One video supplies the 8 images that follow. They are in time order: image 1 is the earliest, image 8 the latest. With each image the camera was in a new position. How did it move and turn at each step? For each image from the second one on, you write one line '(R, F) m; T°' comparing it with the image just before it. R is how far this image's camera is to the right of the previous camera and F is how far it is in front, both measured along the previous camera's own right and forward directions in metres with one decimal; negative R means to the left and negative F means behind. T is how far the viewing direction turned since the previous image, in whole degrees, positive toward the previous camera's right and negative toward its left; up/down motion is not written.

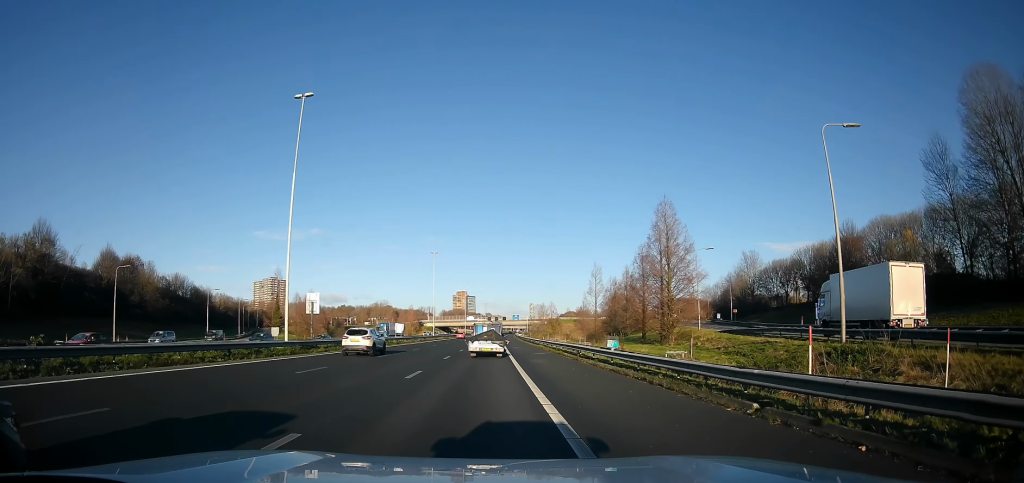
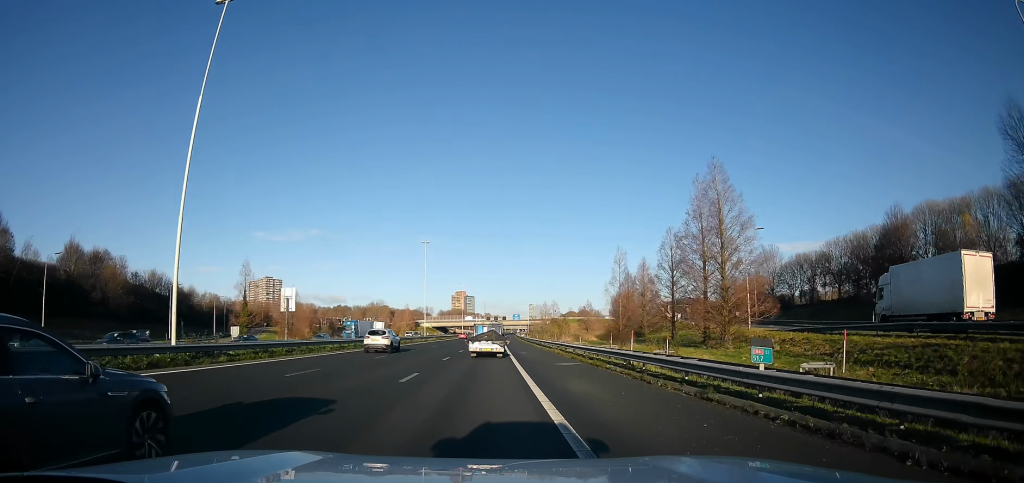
(-0.6, +12.7) m; -1°
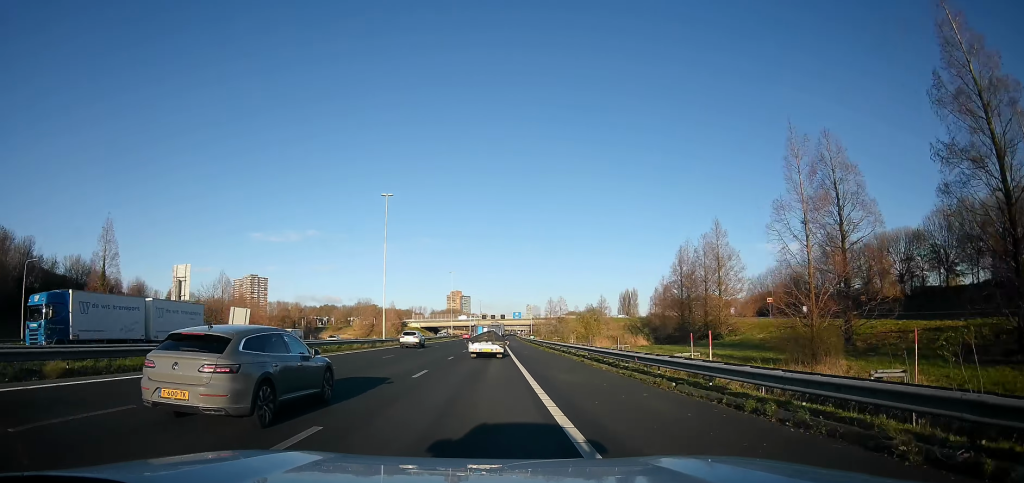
(+1.0, +33.8) m; +2°
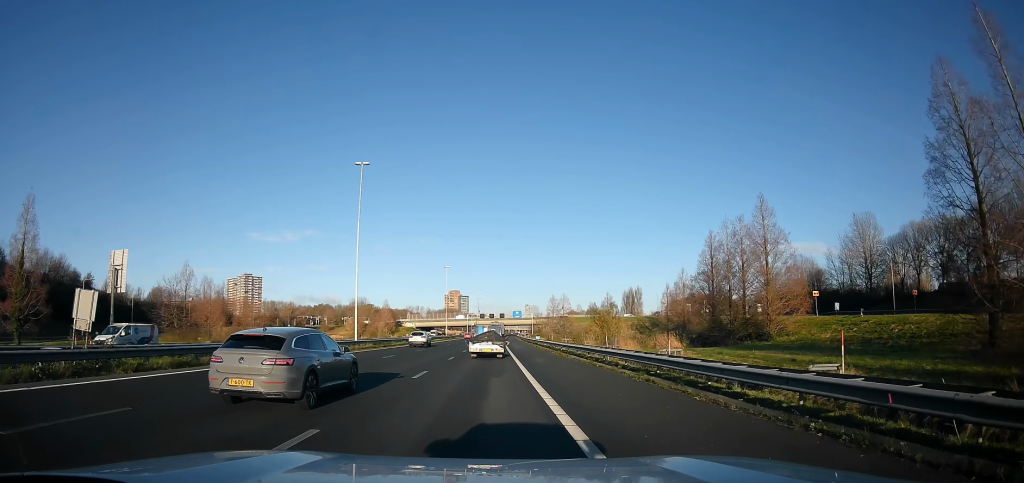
(0.0, +12.1) m; 0°
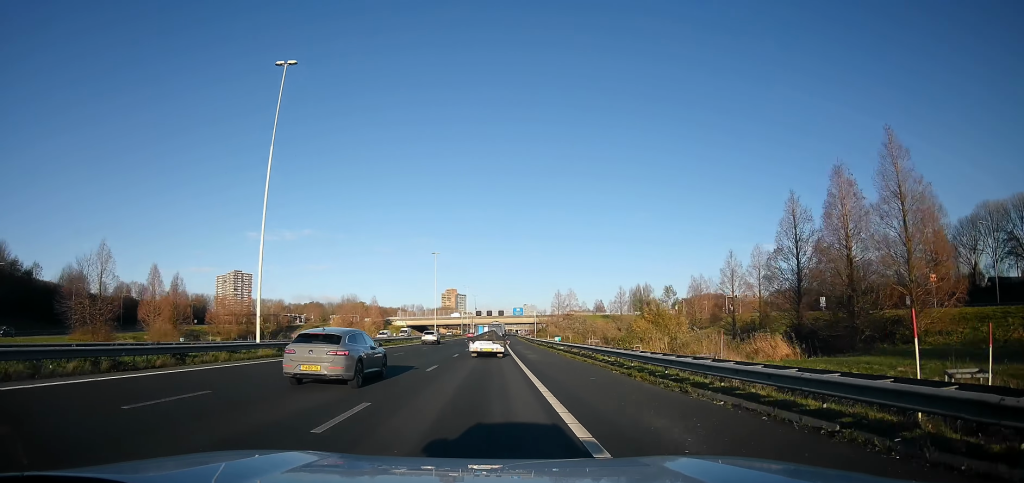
(0.0, +21.1) m; 0°
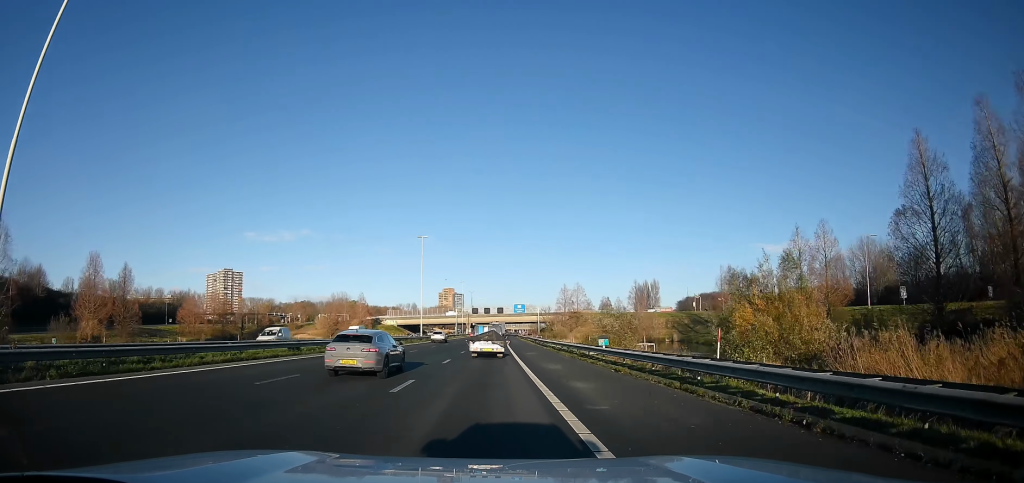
(0.0, +18.6) m; +1°
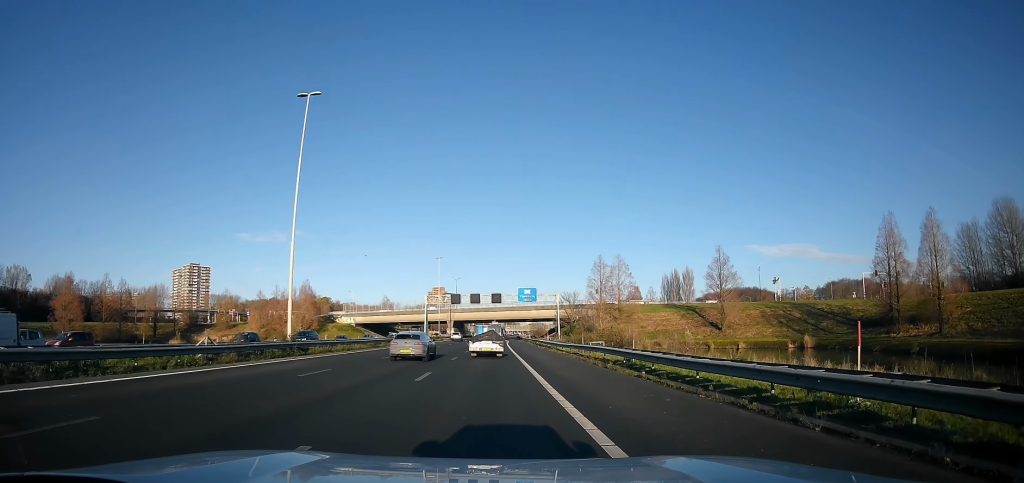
(+1.9, +56.1) m; +1°
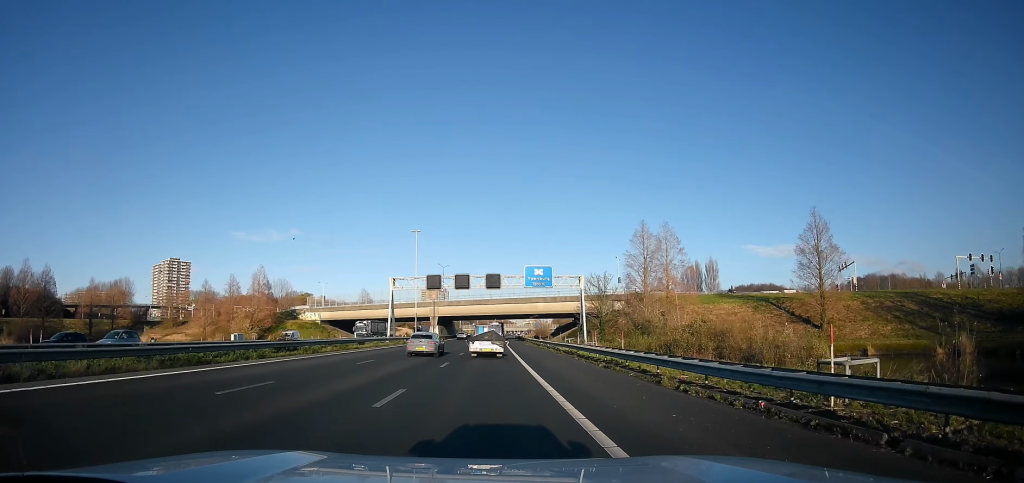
(-0.9, +28.8) m; -2°
